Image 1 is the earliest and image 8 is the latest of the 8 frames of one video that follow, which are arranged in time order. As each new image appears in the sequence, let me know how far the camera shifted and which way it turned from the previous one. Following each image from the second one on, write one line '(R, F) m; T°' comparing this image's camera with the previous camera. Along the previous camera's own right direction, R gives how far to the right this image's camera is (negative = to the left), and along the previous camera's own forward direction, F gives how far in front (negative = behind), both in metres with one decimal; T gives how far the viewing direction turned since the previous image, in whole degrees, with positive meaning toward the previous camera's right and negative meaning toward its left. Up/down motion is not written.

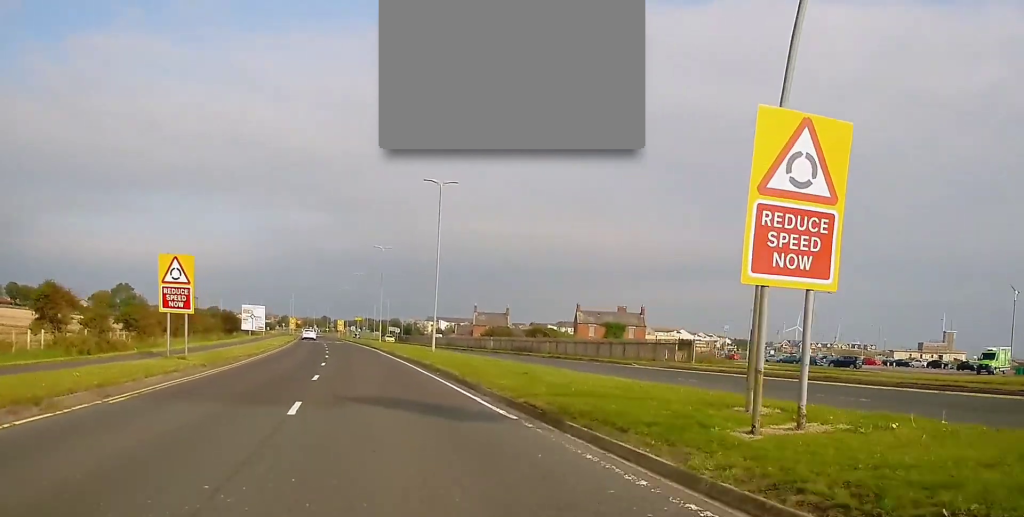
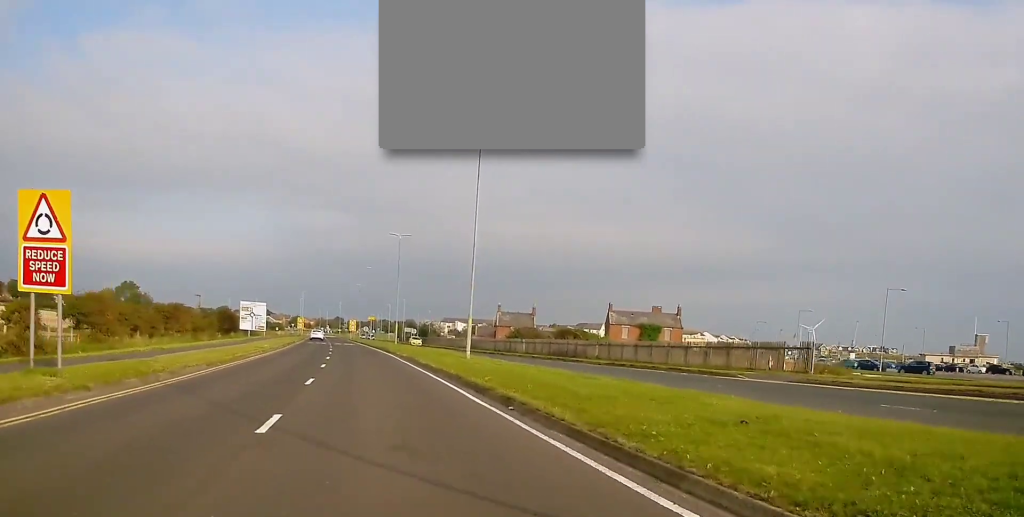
(0.0, +11.5) m; -3°
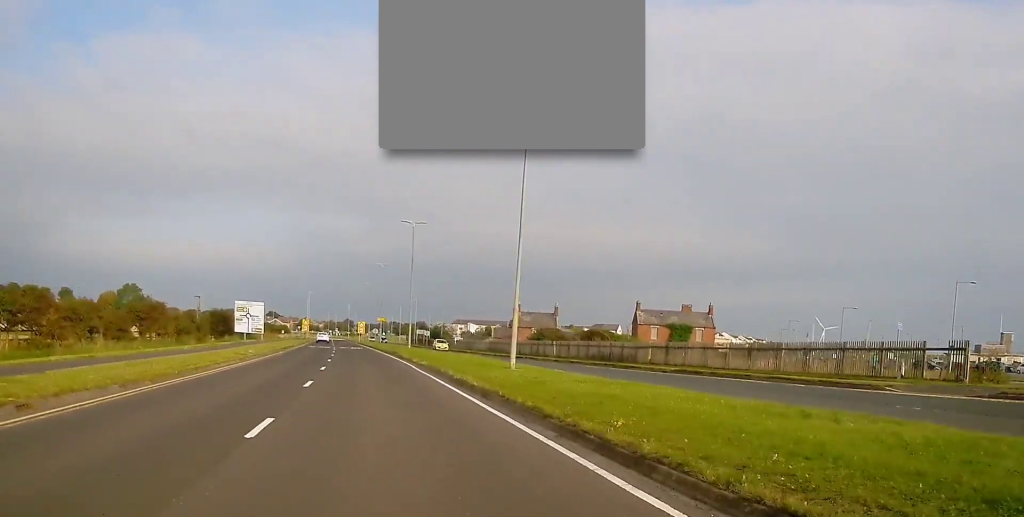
(-0.4, +9.4) m; -2°
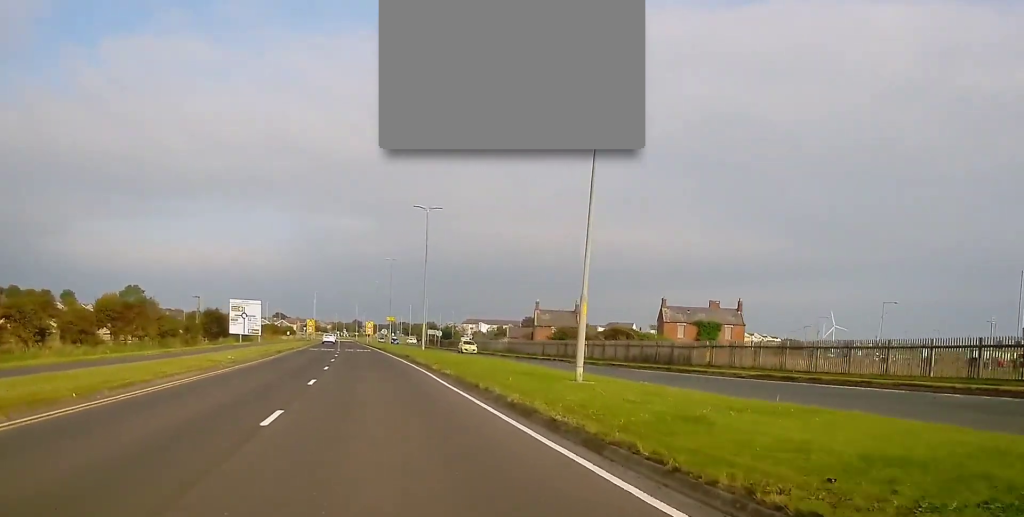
(-0.2, +7.8) m; -1°
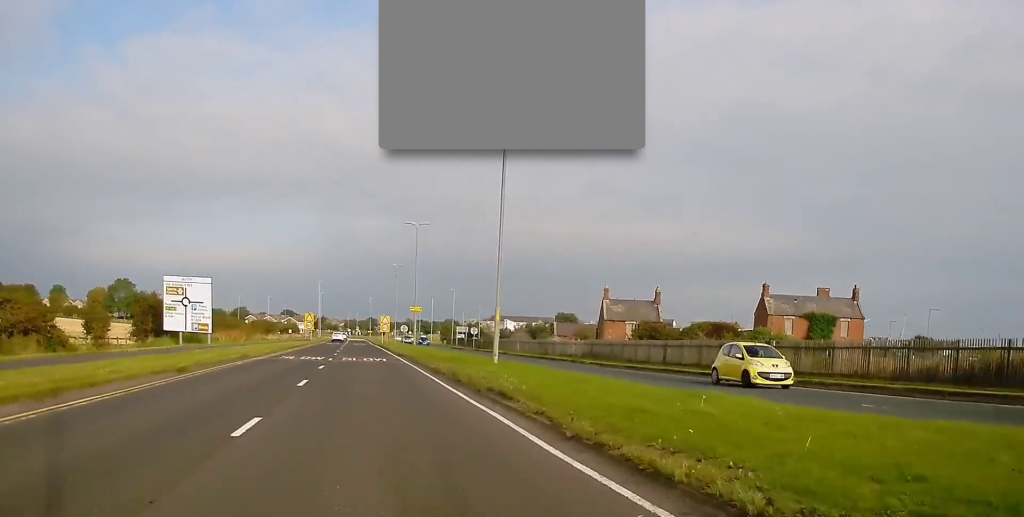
(-0.1, +27.9) m; -1°
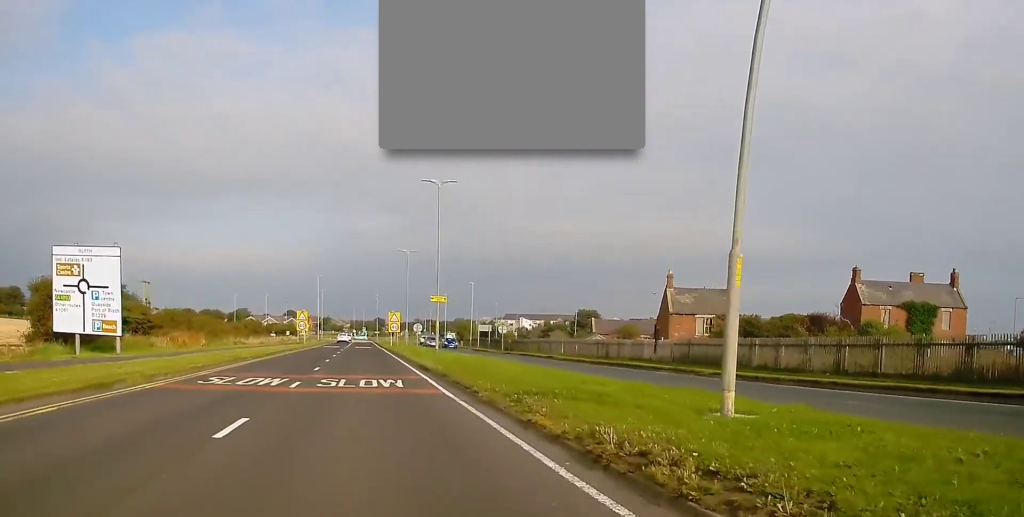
(-0.1, +18.3) m; -1°
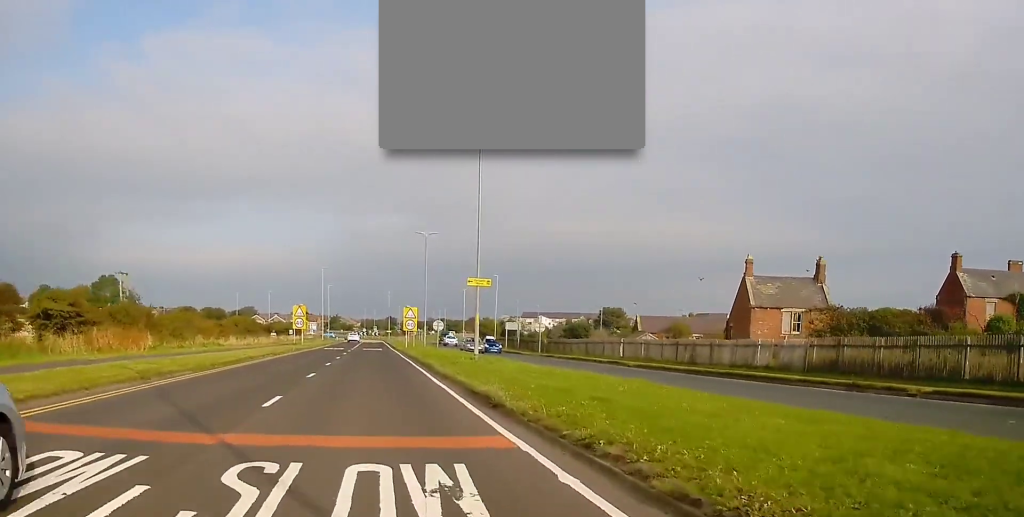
(-0.1, +14.1) m; 0°
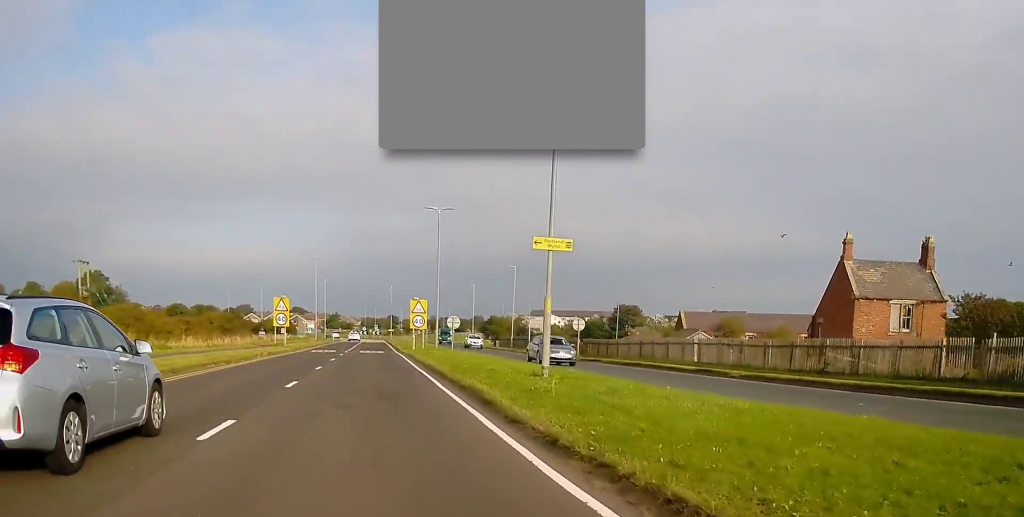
(+0.1, +13.4) m; +1°
